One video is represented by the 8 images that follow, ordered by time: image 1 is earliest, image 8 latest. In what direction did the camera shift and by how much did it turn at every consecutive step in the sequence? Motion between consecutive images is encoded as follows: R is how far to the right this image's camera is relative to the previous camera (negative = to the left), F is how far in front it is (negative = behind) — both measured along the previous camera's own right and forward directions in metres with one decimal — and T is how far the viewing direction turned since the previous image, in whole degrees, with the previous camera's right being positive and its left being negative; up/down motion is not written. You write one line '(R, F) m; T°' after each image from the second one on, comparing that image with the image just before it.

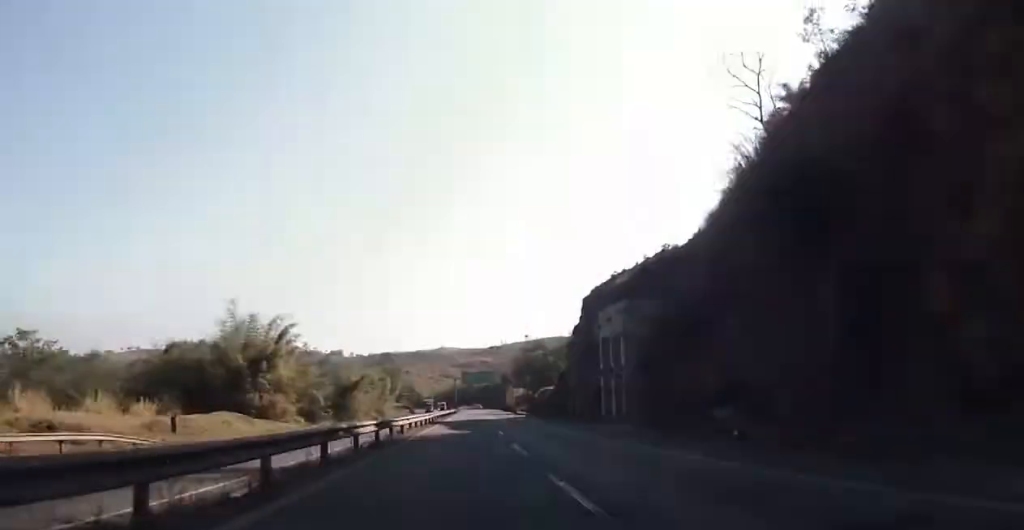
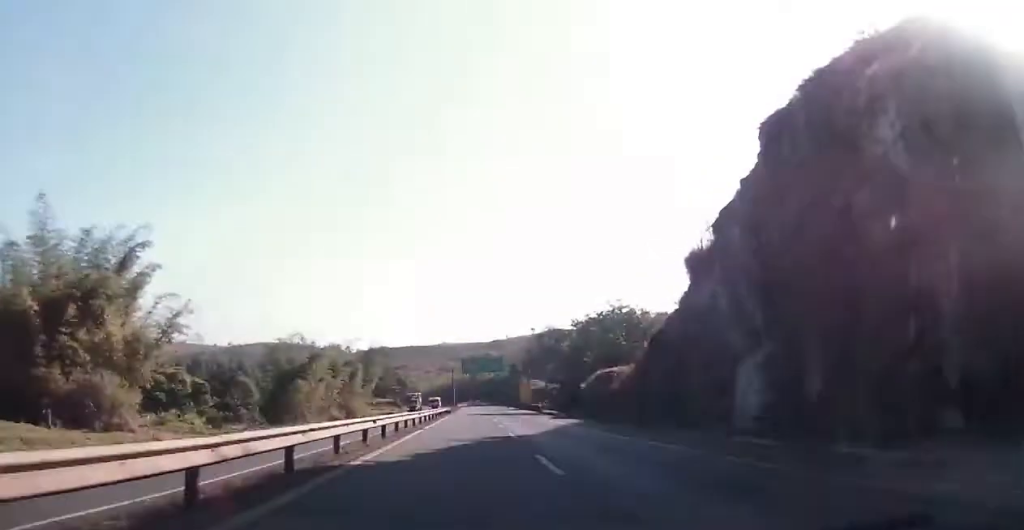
(+0.3, +42.7) m; +1°
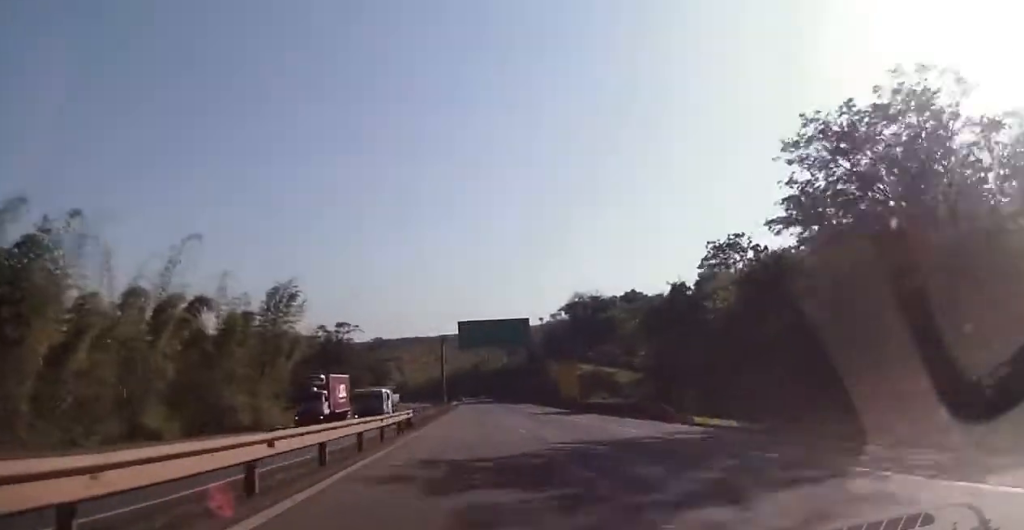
(-0.9, +59.4) m; -1°
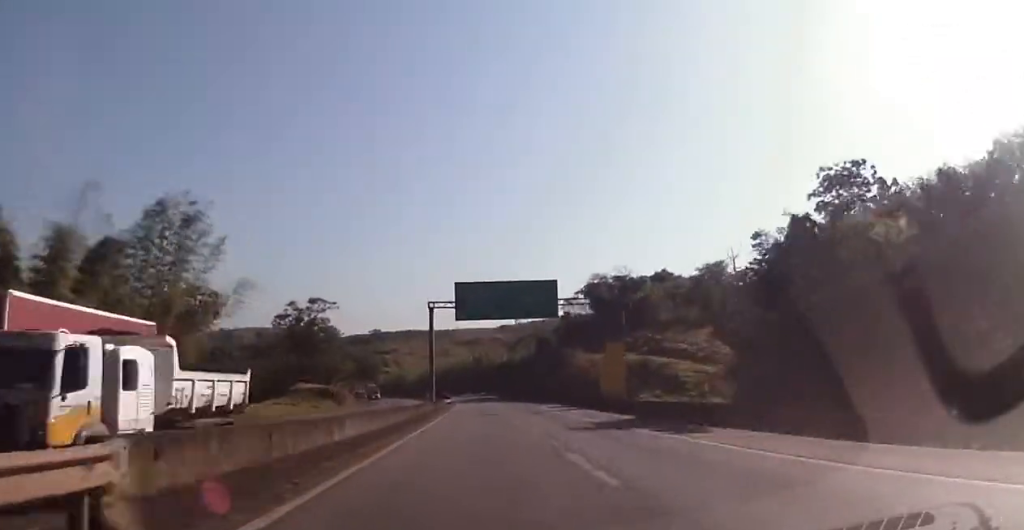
(0.0, +24.4) m; 0°
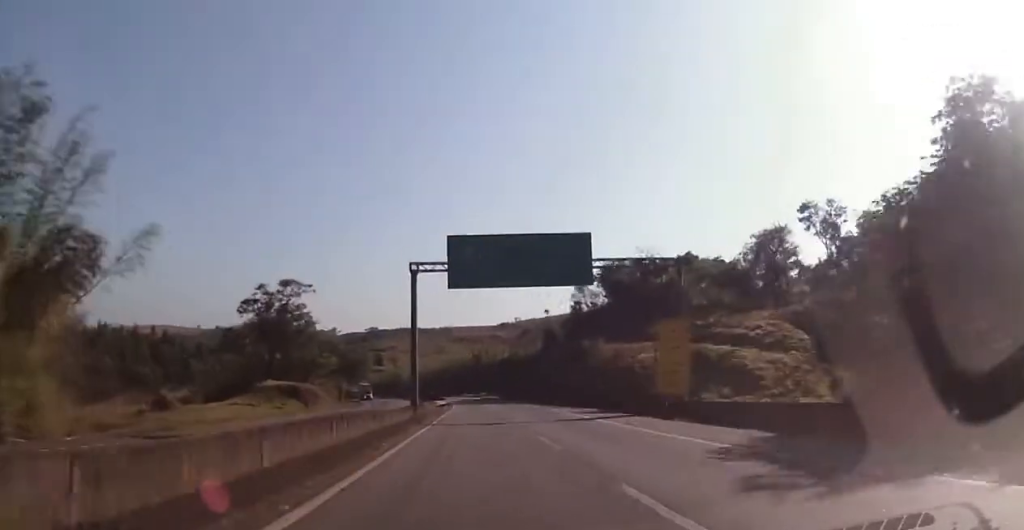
(+0.3, +16.2) m; 0°
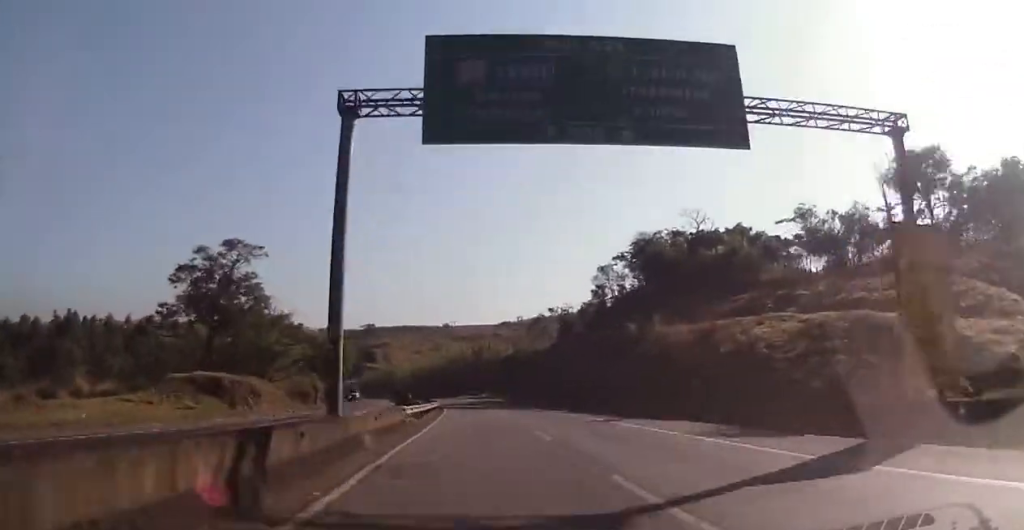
(-0.1, +22.9) m; 0°
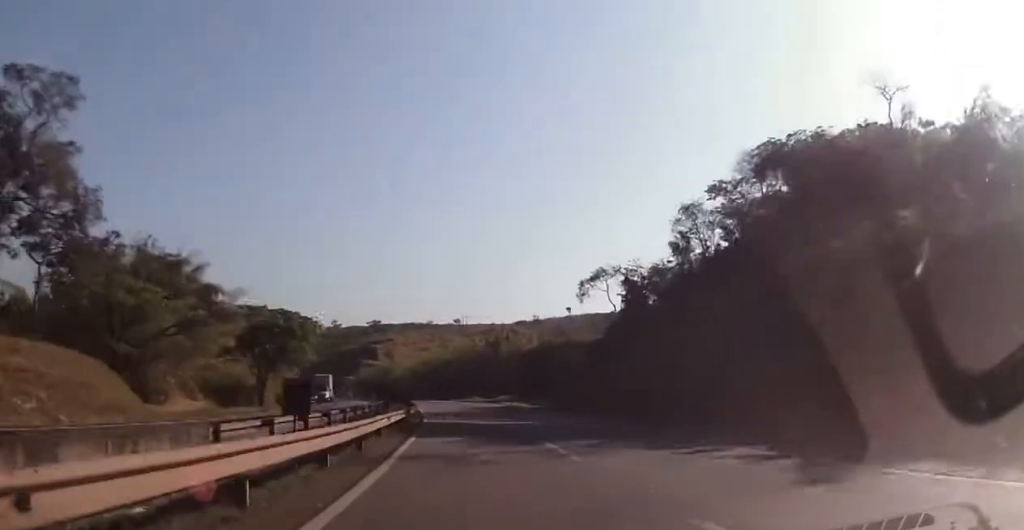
(-0.4, +40.2) m; 0°
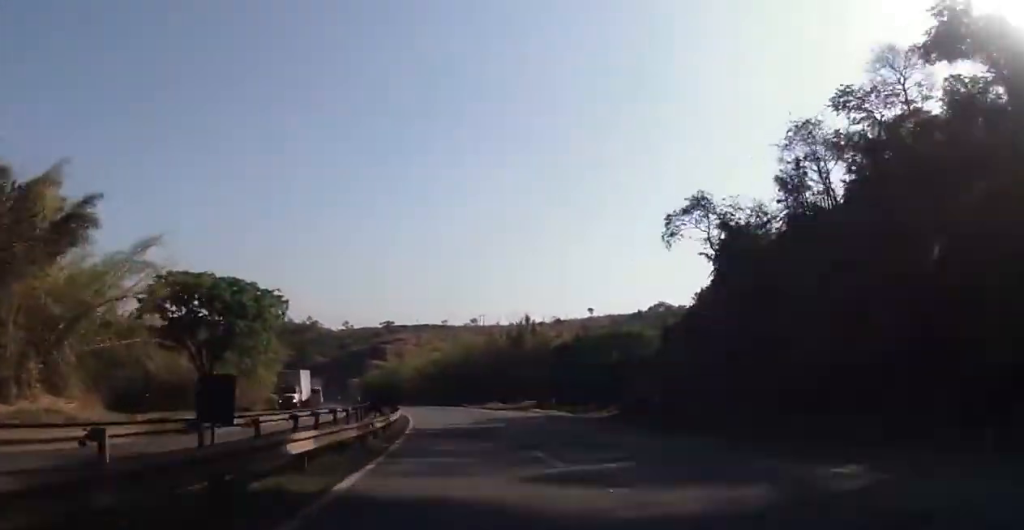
(+0.1, +24.8) m; -1°
